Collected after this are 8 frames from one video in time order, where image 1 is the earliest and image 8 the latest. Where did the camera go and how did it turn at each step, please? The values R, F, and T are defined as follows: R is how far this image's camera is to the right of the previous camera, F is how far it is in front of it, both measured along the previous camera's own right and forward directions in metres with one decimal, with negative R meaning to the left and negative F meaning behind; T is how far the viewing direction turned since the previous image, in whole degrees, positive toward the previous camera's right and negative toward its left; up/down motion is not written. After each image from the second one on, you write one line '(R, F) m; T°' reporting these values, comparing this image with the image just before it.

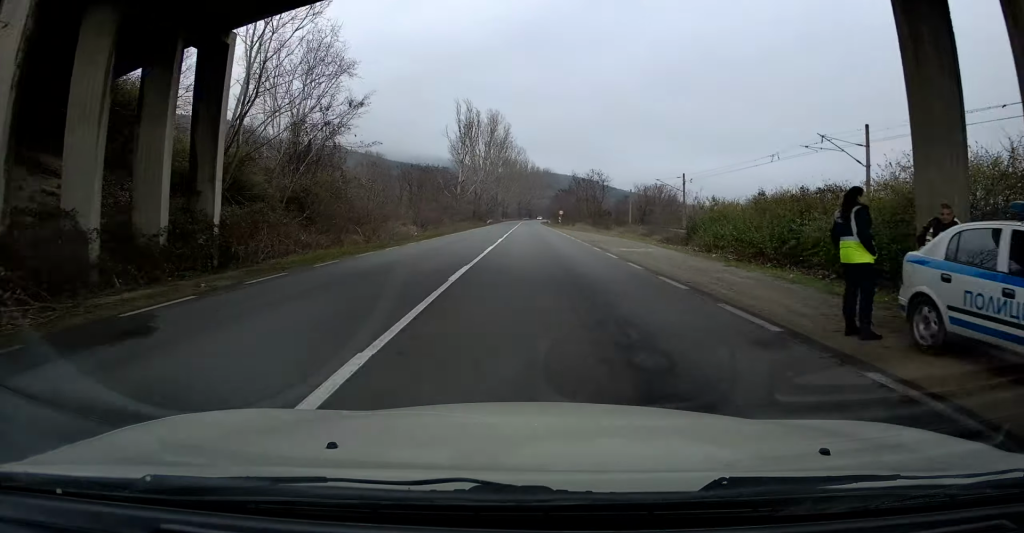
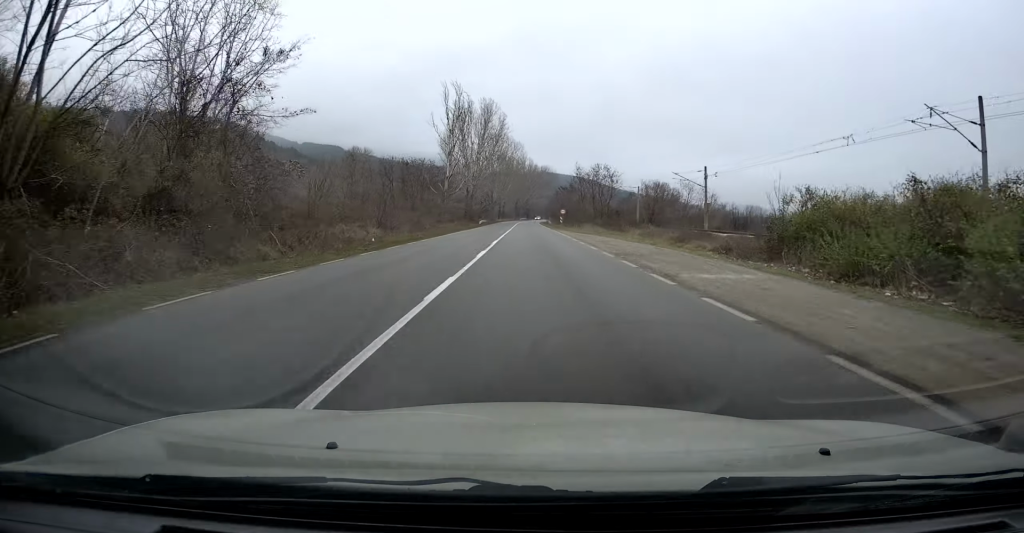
(+0.1, +12.7) m; 0°
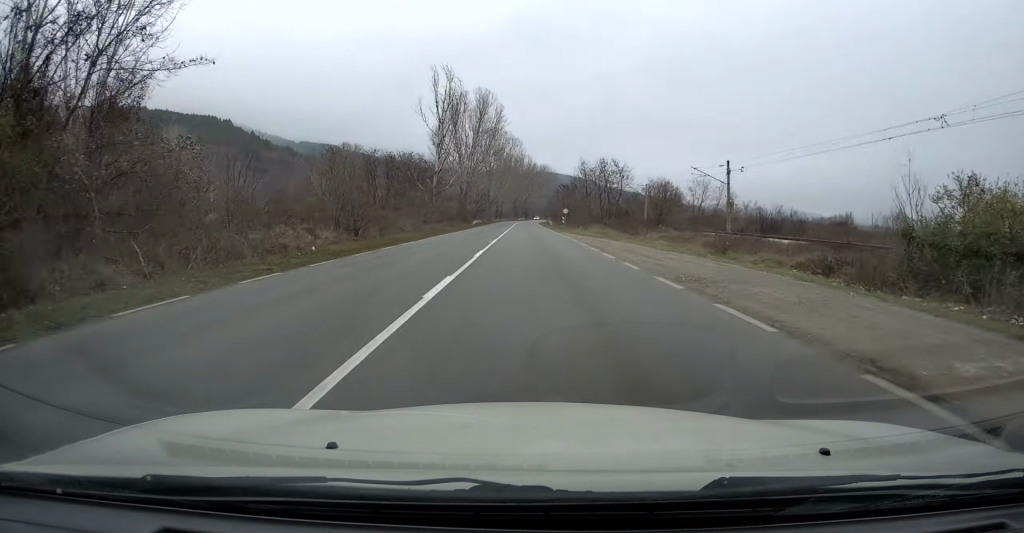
(+0.1, +9.7) m; 0°
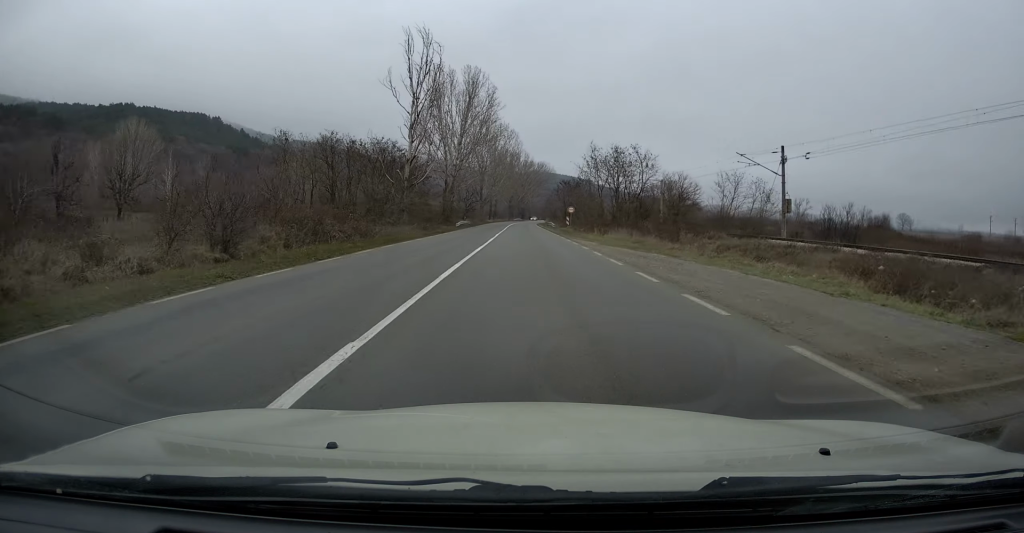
(0.0, +14.0) m; 0°
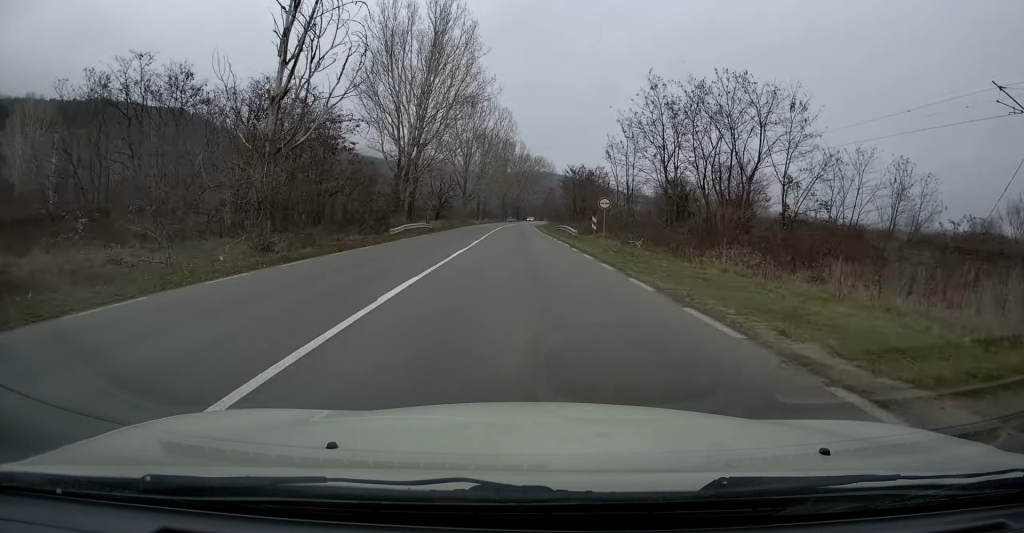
(-0.1, +27.5) m; 0°
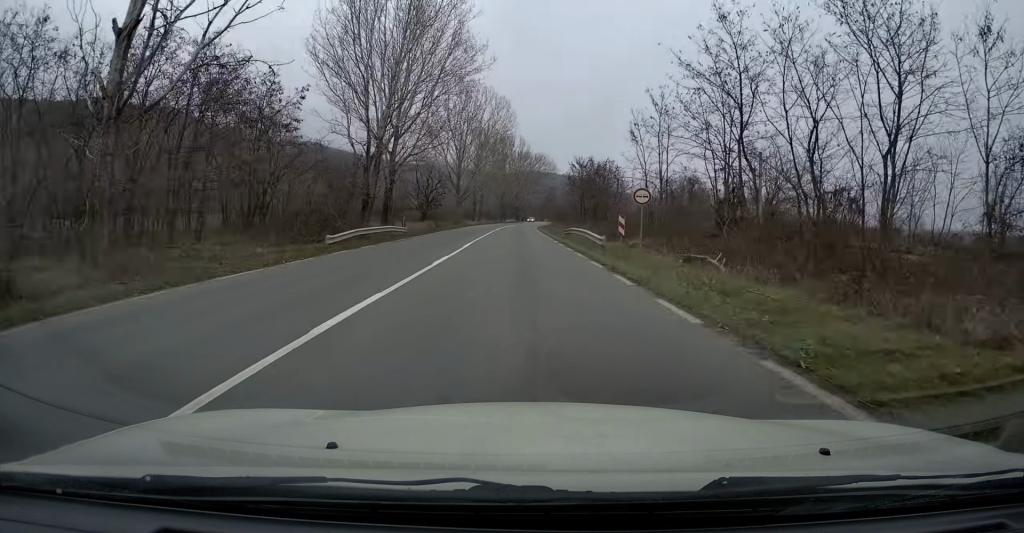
(+0.2, +10.7) m; 0°
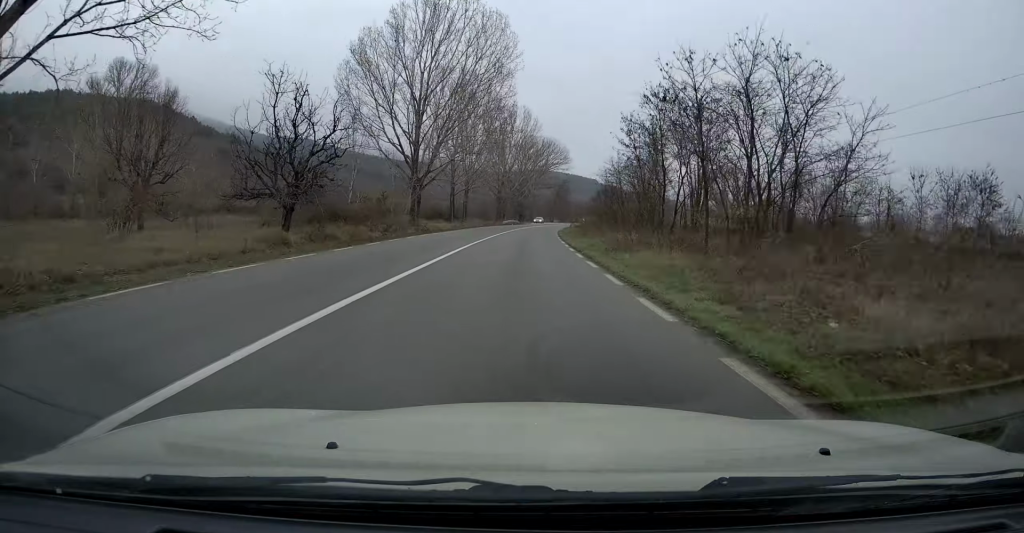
(-0.1, +42.8) m; +1°
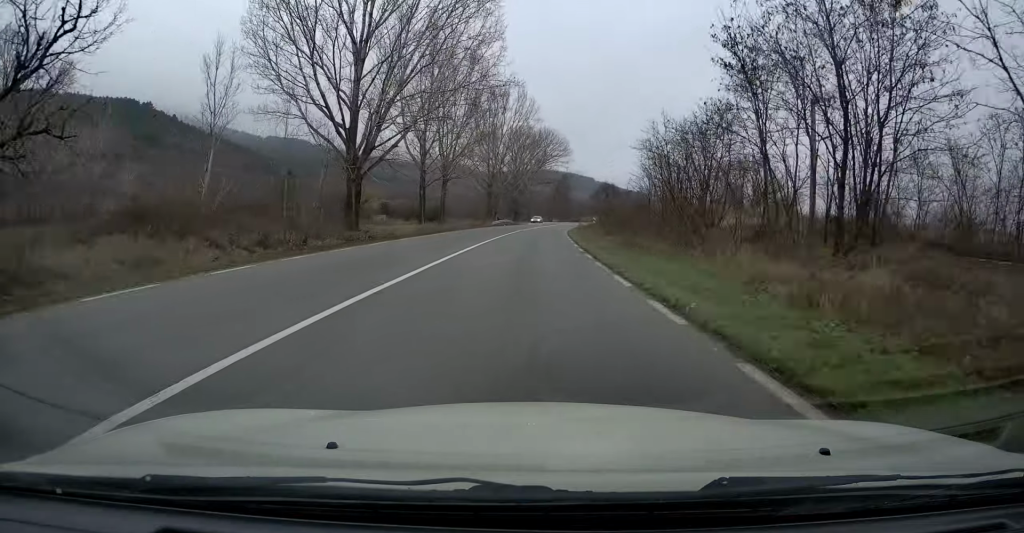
(+0.2, +20.2) m; 0°
